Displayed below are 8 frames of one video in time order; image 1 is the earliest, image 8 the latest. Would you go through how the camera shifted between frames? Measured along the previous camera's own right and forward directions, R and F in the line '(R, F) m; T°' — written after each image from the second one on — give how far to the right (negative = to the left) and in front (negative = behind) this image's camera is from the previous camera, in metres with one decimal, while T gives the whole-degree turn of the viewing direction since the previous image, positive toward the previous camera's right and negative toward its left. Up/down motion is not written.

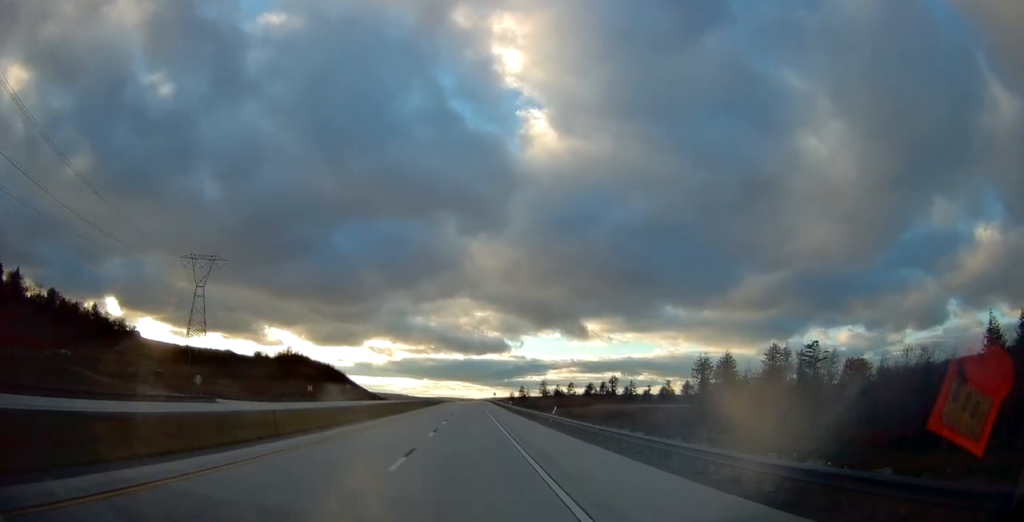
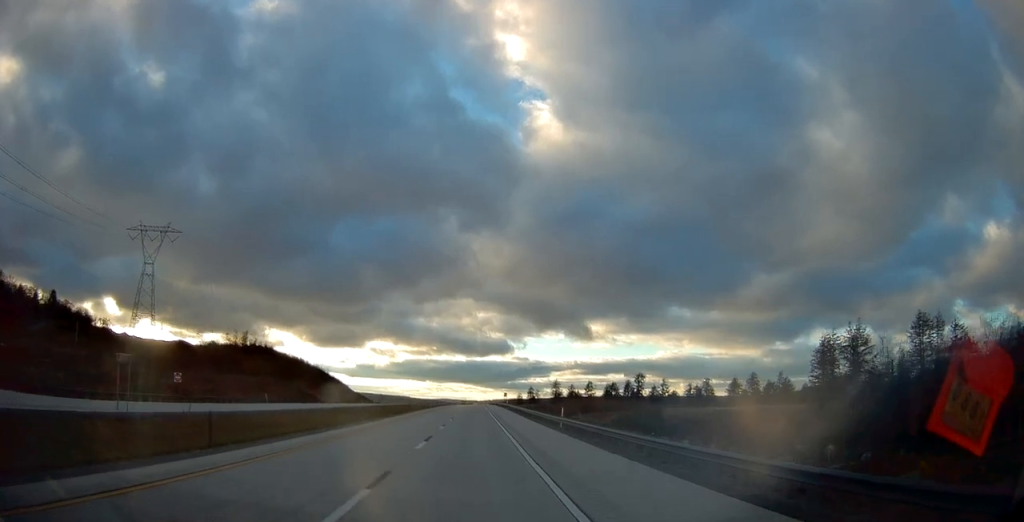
(-0.1, +54.1) m; 0°
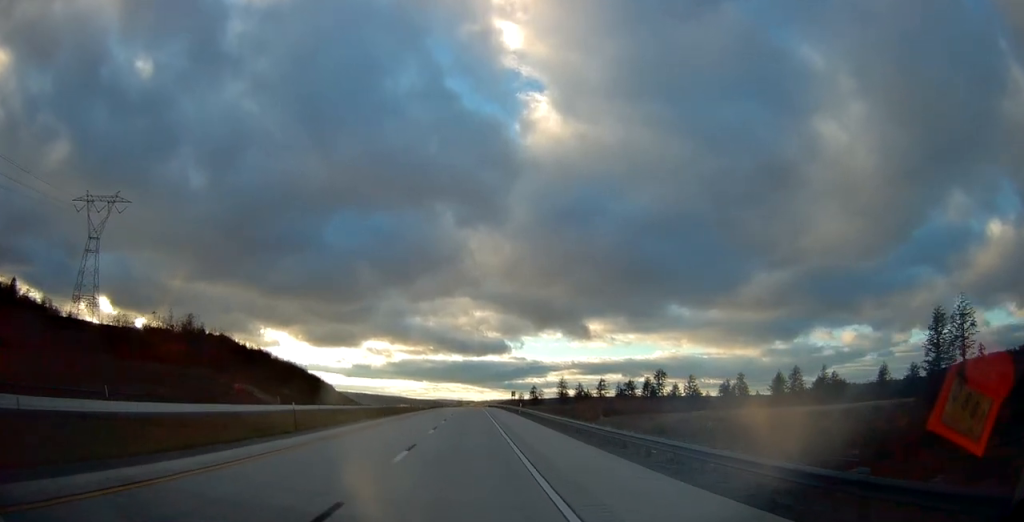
(0.0, +40.8) m; 0°
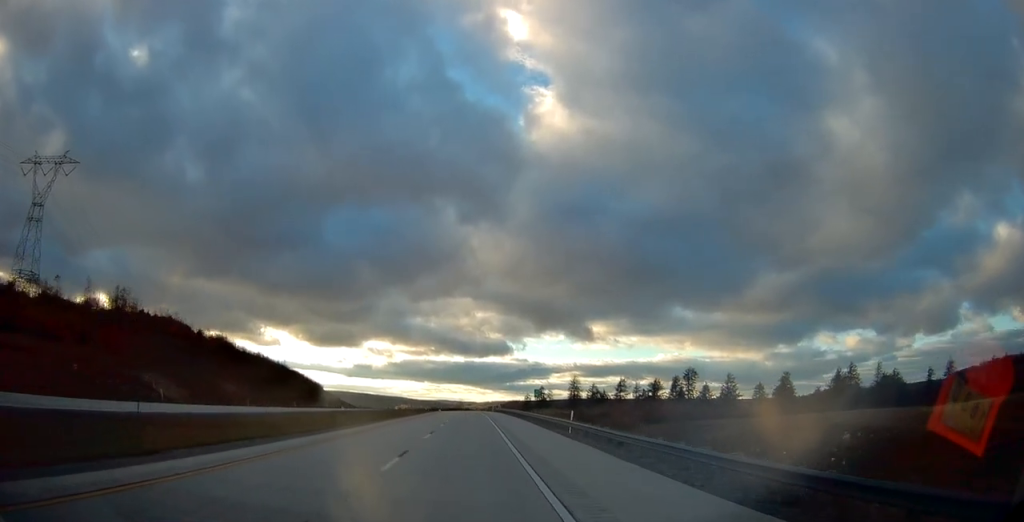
(+0.1, +37.7) m; 0°
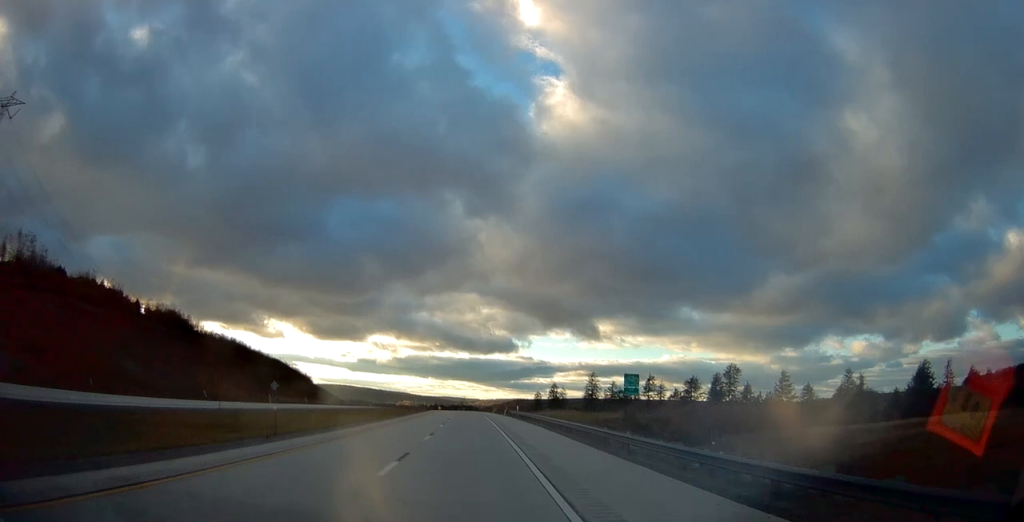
(-0.1, +37.5) m; 0°
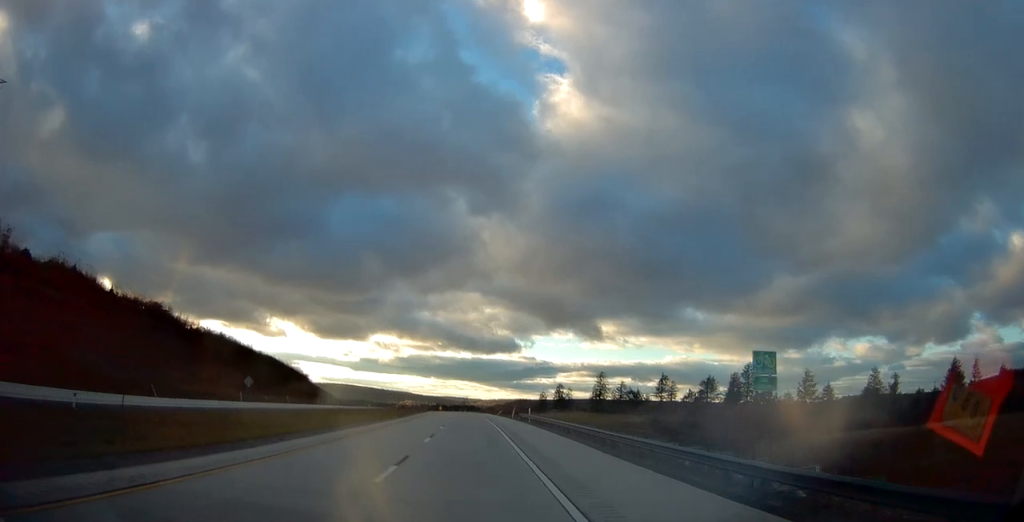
(0.0, +12.8) m; 0°
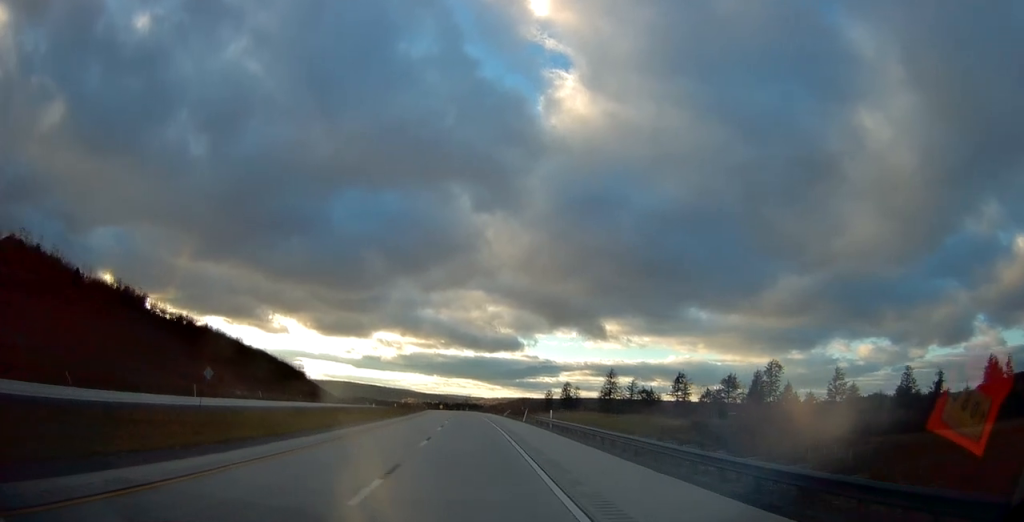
(0.0, +14.7) m; 0°
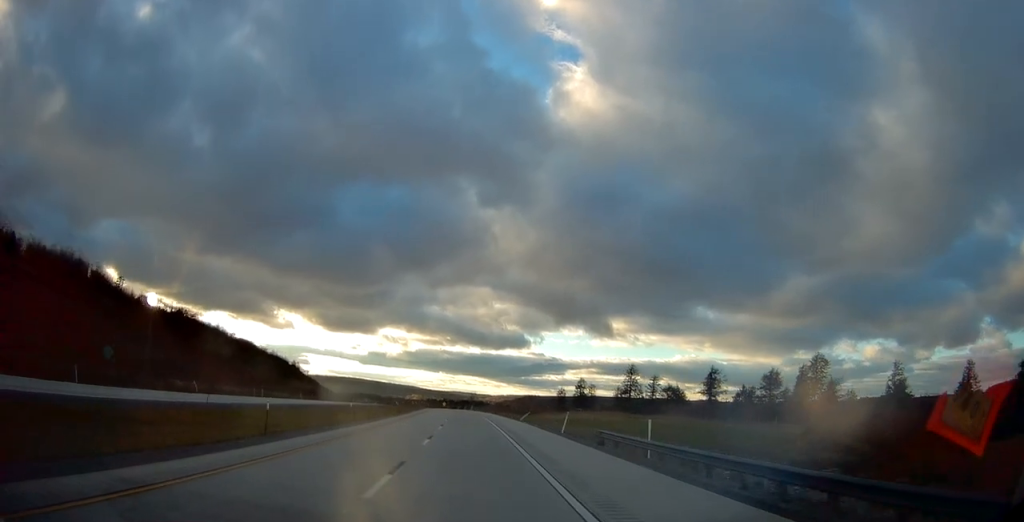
(-0.2, +23.6) m; 0°
